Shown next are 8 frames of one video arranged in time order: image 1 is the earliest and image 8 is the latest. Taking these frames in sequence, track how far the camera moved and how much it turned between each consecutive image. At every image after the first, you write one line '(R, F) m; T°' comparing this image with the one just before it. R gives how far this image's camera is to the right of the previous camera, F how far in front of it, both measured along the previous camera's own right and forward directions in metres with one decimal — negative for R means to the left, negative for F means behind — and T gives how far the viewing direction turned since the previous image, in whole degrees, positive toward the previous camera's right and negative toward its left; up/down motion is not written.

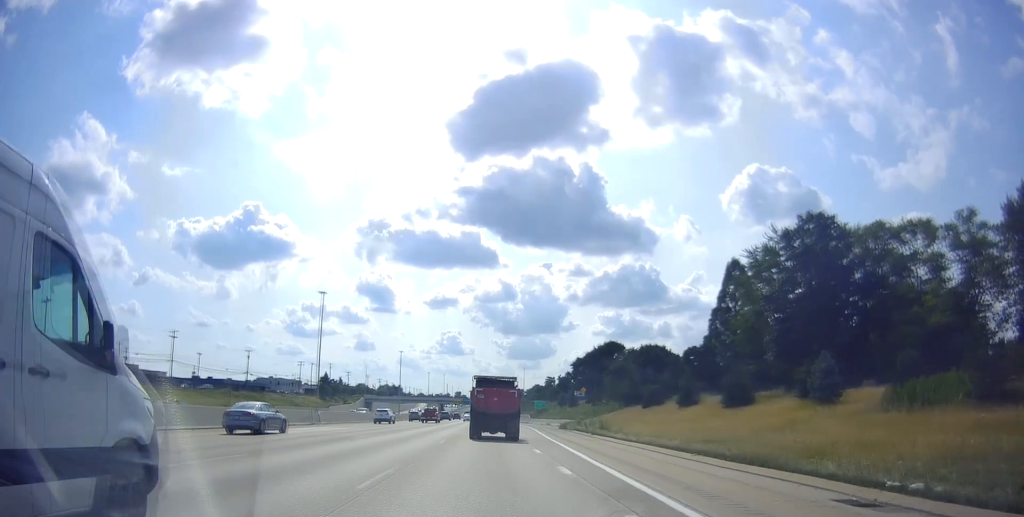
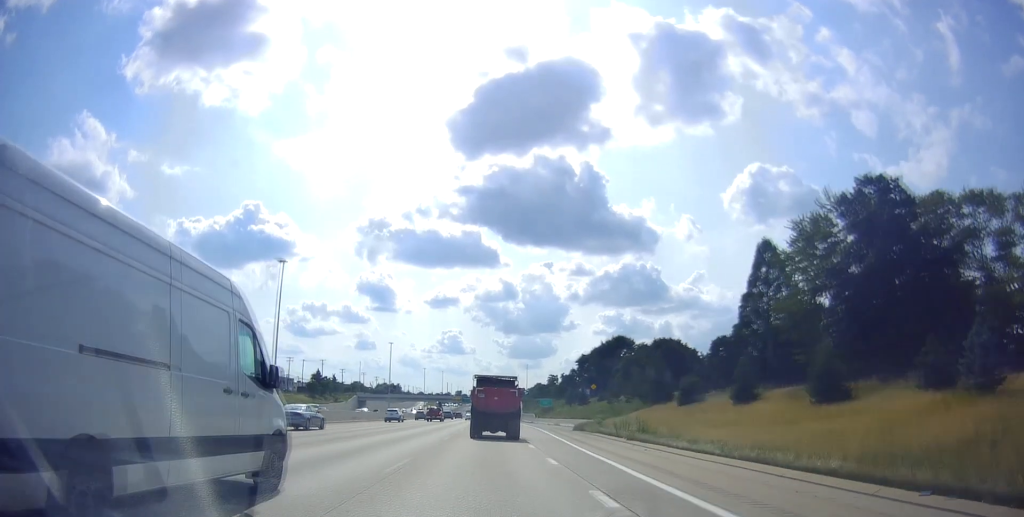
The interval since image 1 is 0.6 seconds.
(-0.3, +12.6) m; 0°
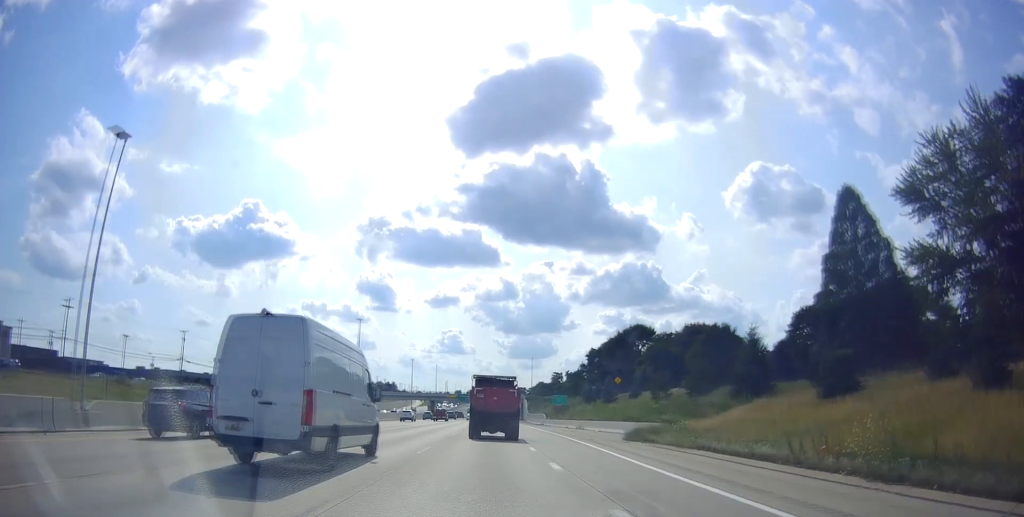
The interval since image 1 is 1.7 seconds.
(+0.4, +24.4) m; 0°
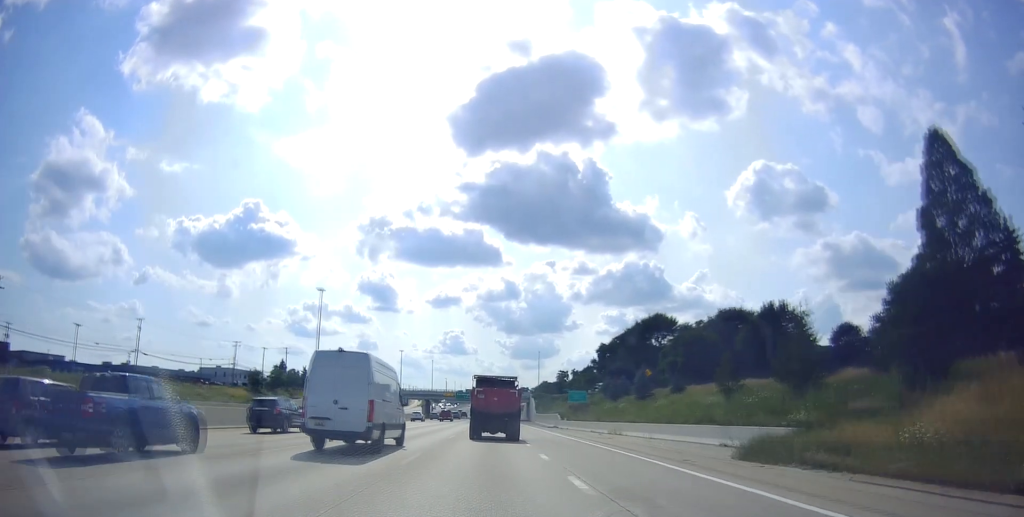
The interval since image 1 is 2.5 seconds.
(-0.4, +18.6) m; 0°
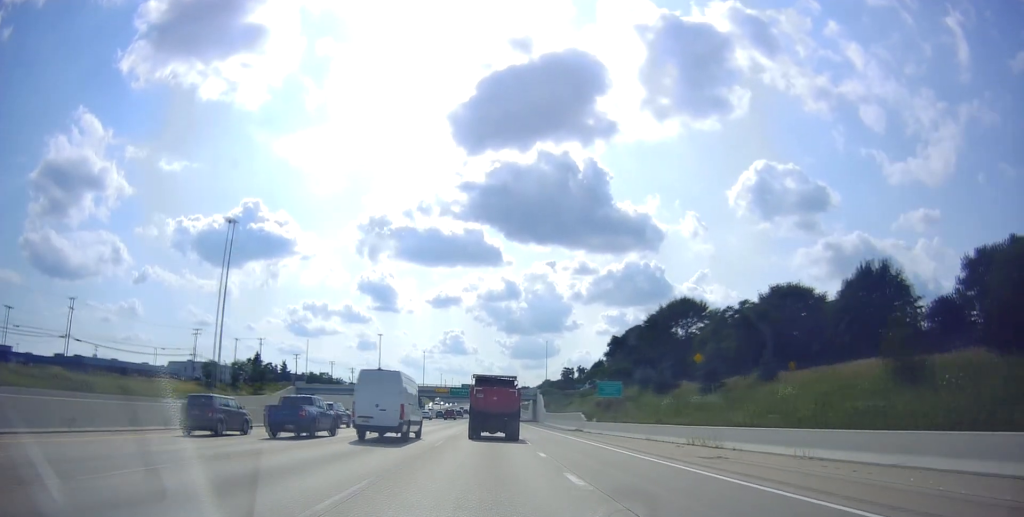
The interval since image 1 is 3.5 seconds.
(+0.4, +21.7) m; 0°
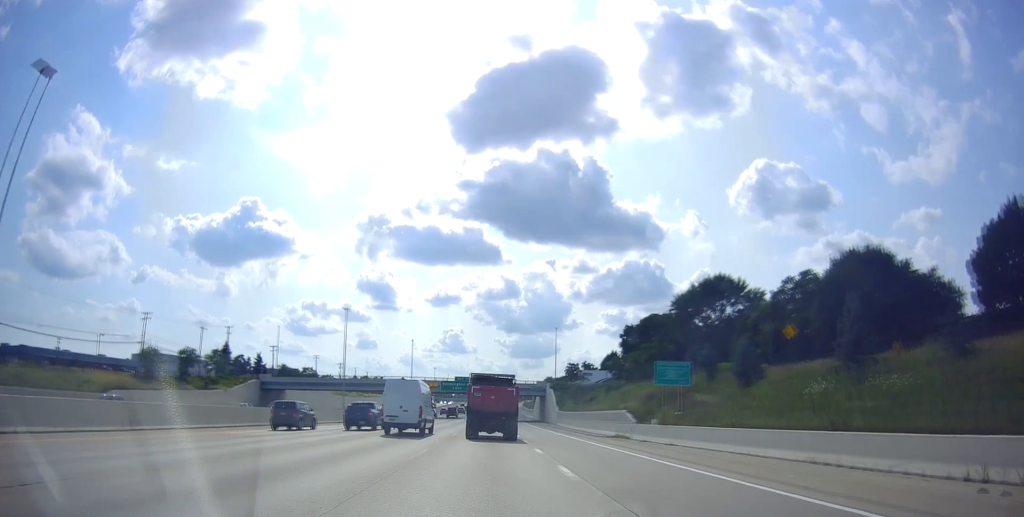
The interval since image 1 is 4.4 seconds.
(-0.3, +21.2) m; -1°
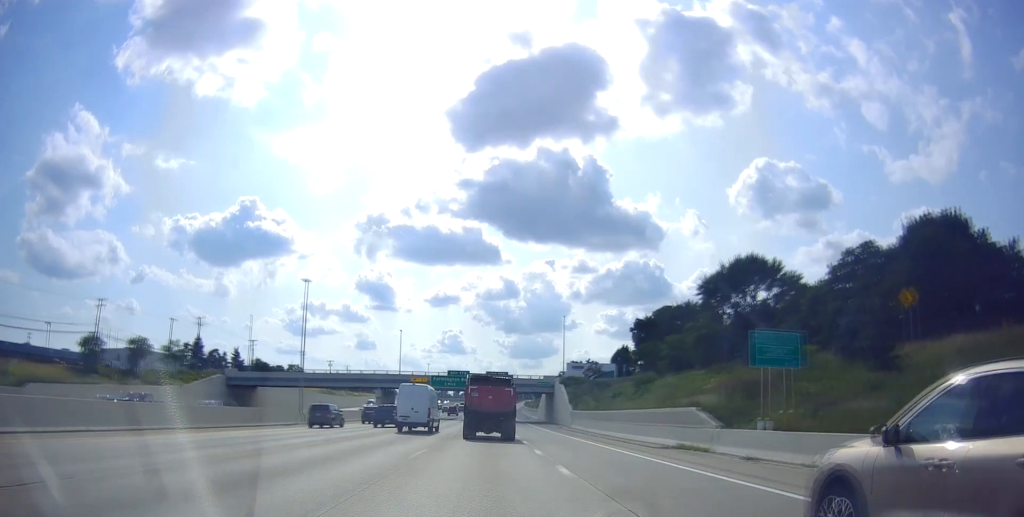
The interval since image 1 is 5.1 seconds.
(-0.1, +15.1) m; 0°
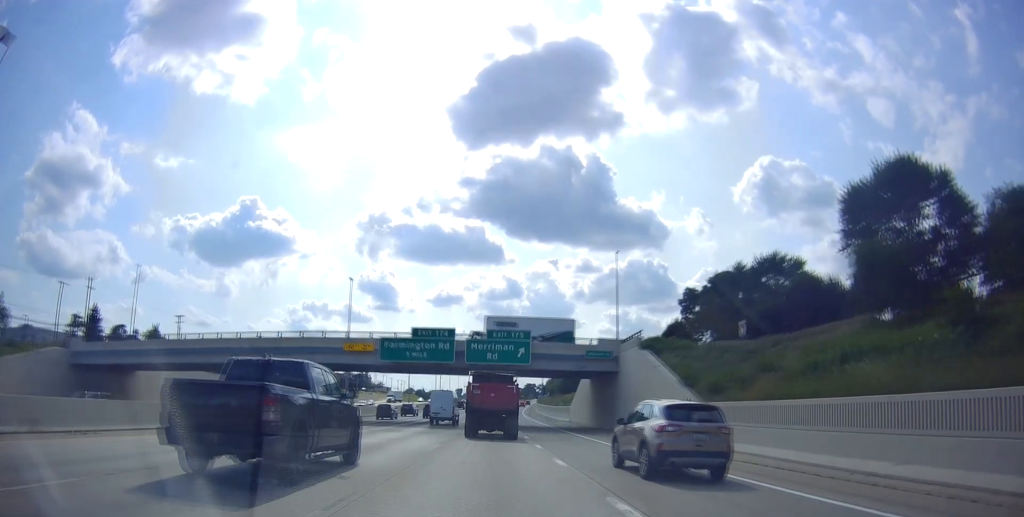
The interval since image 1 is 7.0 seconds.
(+0.4, +43.0) m; +1°
